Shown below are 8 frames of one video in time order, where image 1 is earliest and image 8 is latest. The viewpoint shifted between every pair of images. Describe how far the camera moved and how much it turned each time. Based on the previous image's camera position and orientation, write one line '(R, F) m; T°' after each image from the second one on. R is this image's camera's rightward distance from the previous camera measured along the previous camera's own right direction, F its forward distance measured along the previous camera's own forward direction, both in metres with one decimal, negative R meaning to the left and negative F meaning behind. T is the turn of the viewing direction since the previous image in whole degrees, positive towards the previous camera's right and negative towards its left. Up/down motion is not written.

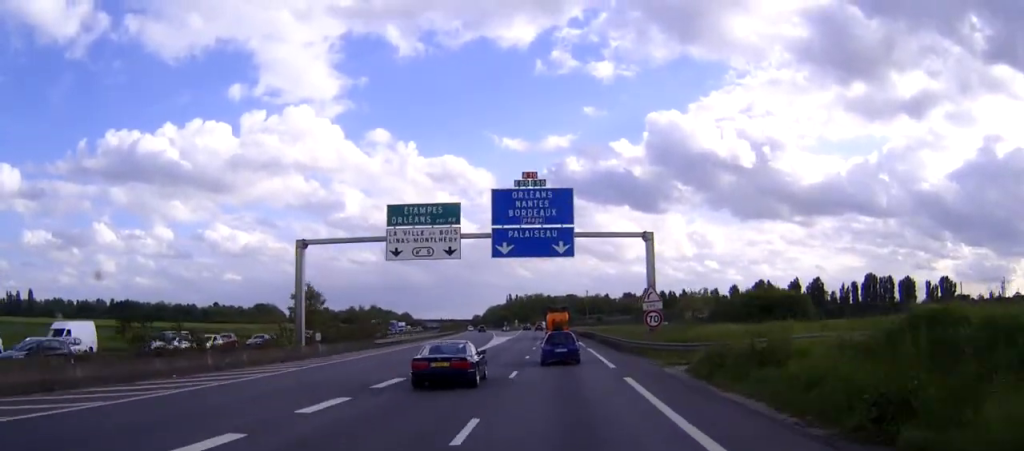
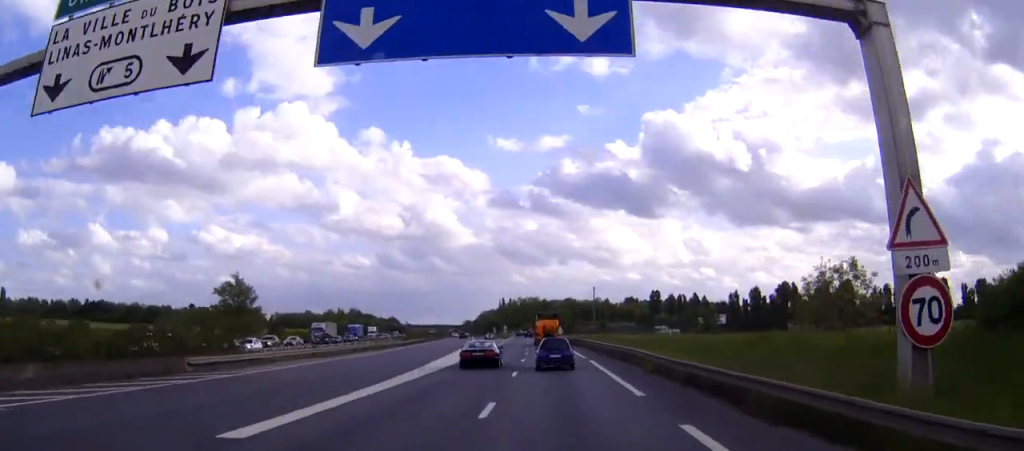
(-0.2, +36.3) m; -1°
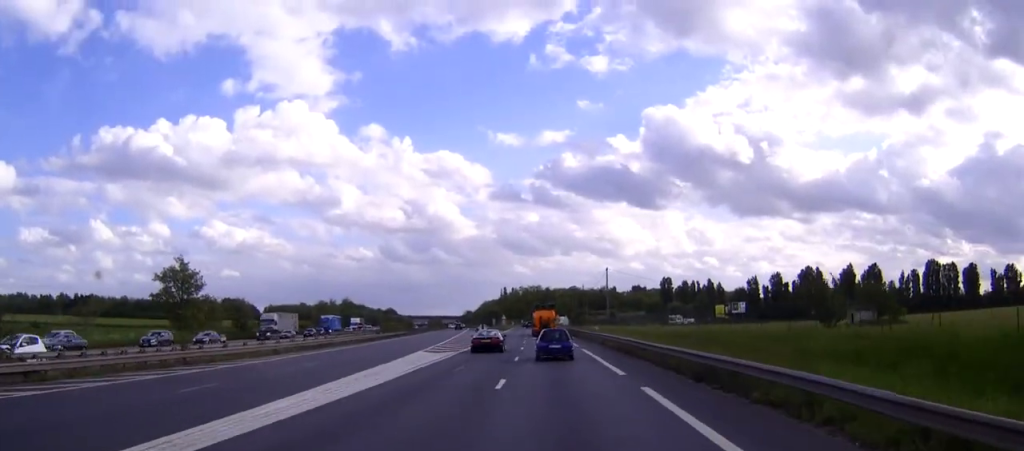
(-0.1, +21.6) m; 0°
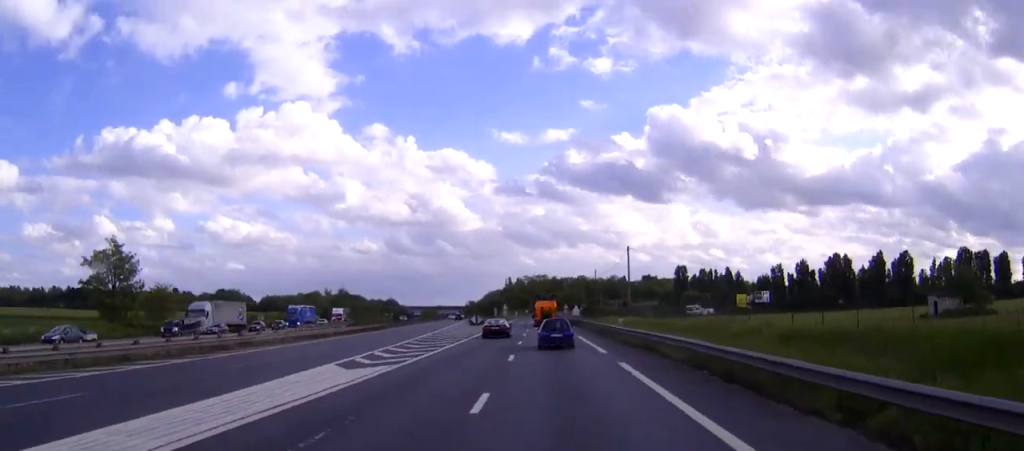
(+0.1, +20.0) m; 0°
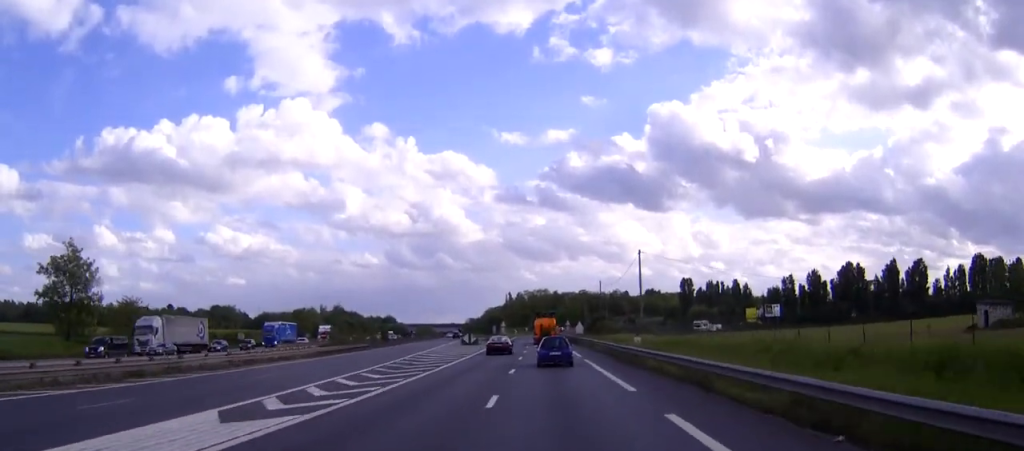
(0.0, +9.6) m; 0°
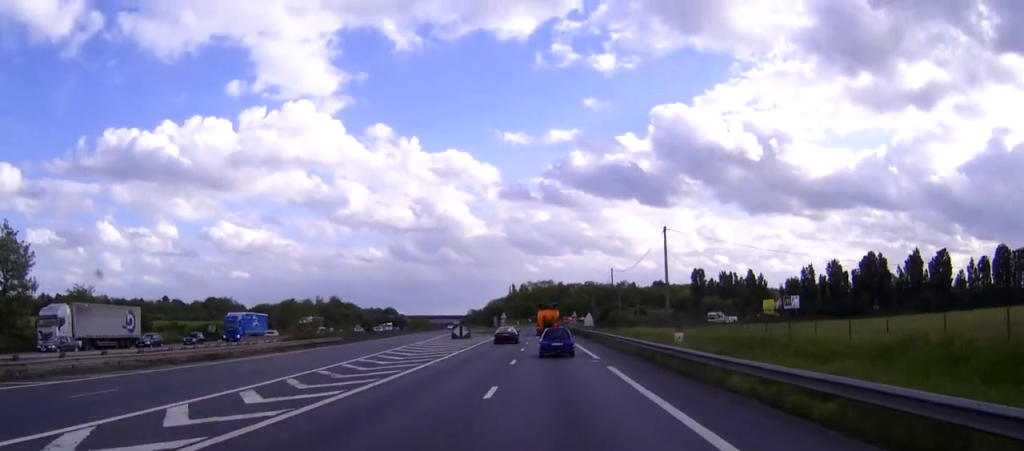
(0.0, +13.2) m; 0°
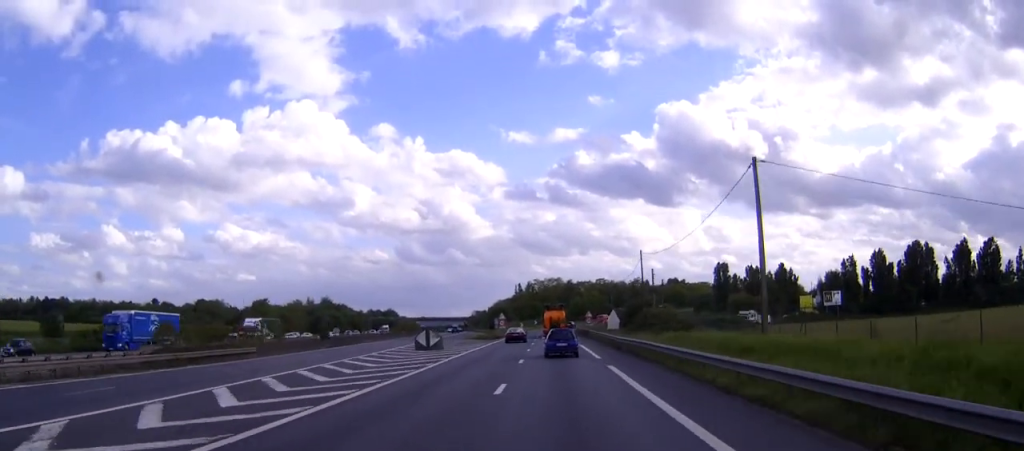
(-0.2, +24.8) m; -1°
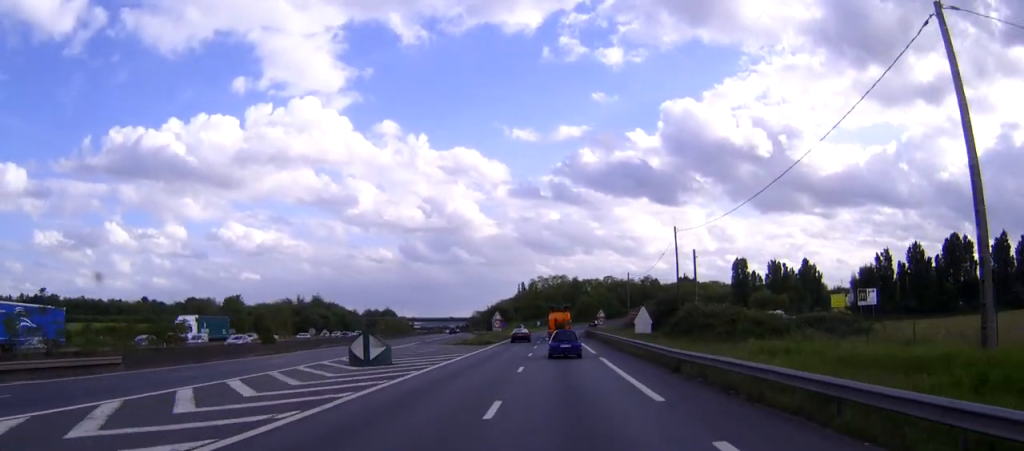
(-0.1, +18.2) m; 0°
